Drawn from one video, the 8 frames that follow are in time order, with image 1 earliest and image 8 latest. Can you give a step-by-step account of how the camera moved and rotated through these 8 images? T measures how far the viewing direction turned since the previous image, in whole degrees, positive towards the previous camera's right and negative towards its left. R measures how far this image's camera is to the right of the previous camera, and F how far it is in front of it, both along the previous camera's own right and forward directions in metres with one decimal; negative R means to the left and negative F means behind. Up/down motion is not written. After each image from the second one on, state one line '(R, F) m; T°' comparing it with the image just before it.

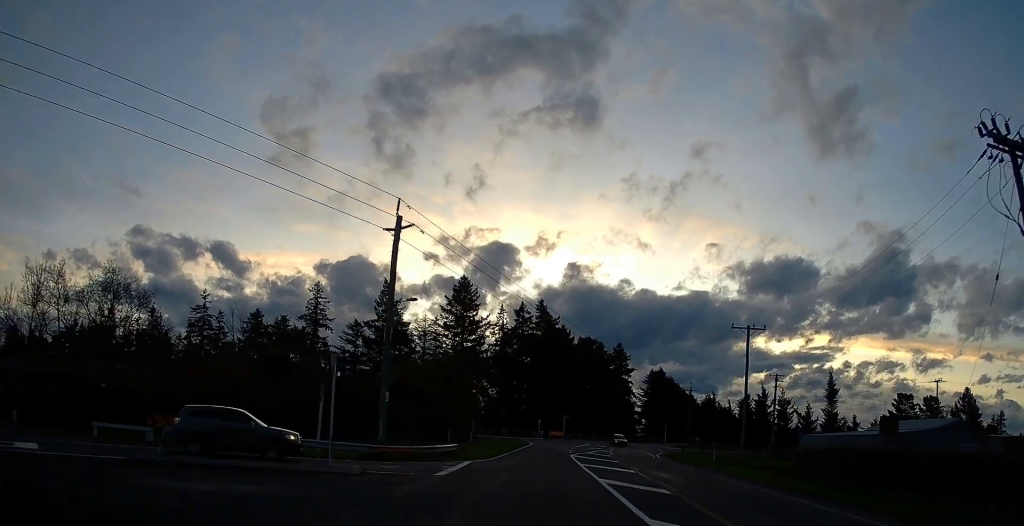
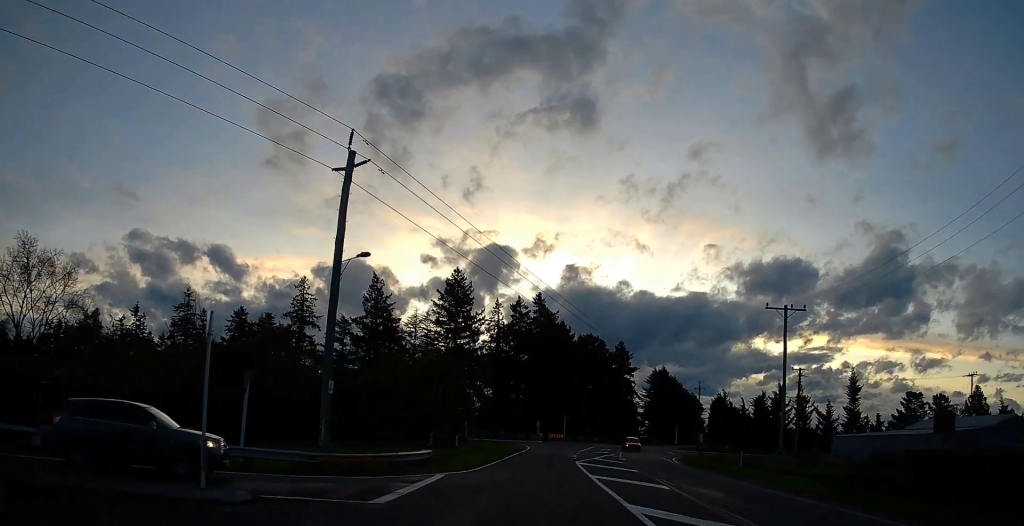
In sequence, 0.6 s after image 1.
(+0.3, +7.5) m; 0°
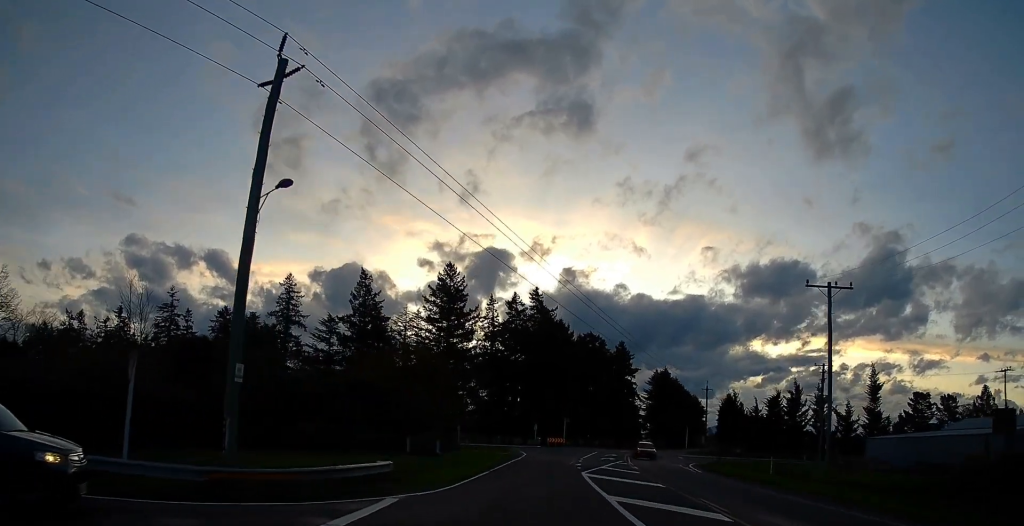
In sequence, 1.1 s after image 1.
(-0.3, +6.7) m; -1°
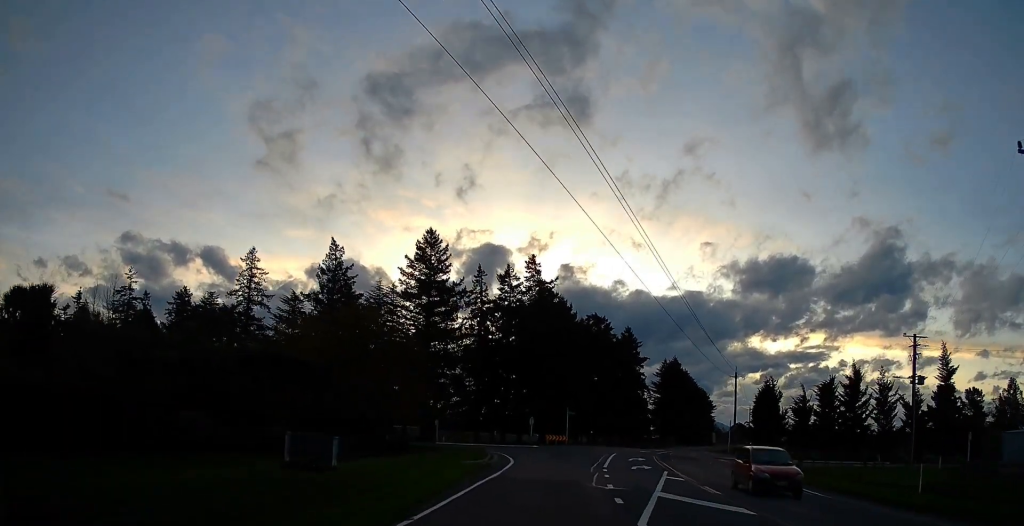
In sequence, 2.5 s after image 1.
(-0.2, +17.5) m; 0°
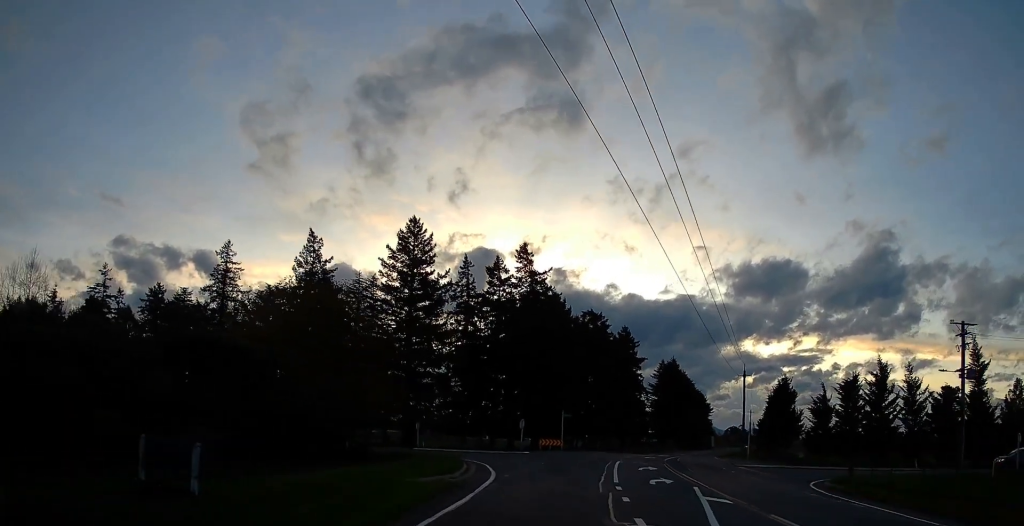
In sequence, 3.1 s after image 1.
(0.0, +7.2) m; +1°
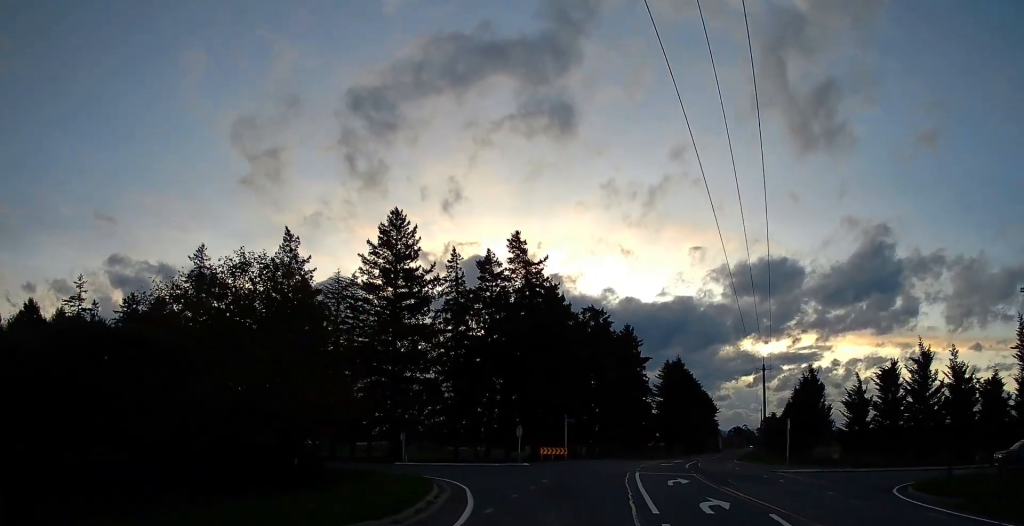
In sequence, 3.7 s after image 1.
(0.0, +7.8) m; +1°
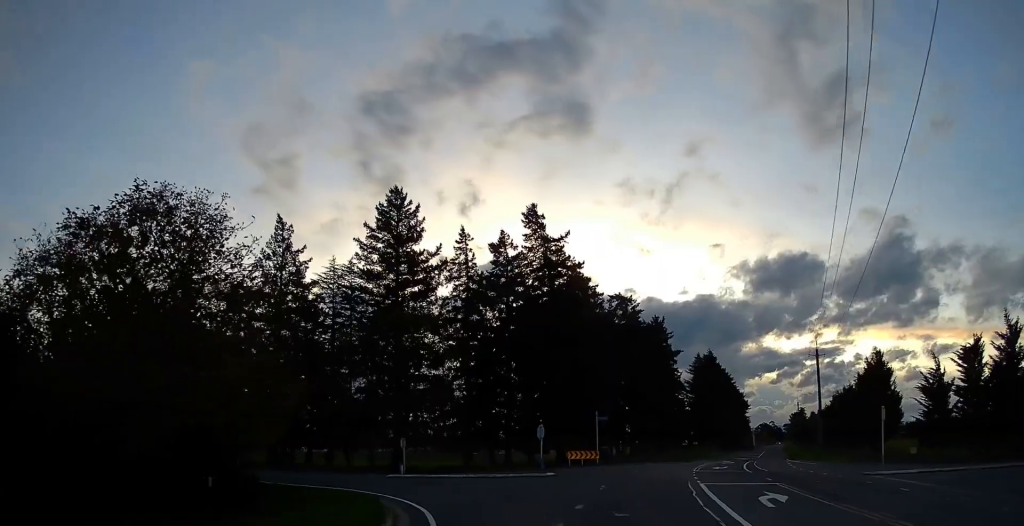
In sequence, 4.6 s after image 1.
(+0.3, +9.6) m; 0°
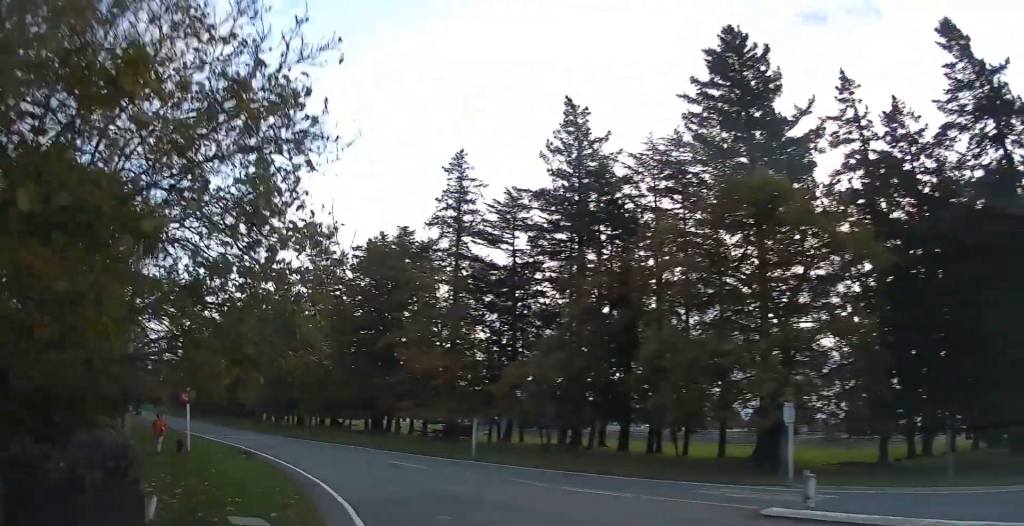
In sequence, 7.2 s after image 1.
(-5.9, +26.7) m; -27°
